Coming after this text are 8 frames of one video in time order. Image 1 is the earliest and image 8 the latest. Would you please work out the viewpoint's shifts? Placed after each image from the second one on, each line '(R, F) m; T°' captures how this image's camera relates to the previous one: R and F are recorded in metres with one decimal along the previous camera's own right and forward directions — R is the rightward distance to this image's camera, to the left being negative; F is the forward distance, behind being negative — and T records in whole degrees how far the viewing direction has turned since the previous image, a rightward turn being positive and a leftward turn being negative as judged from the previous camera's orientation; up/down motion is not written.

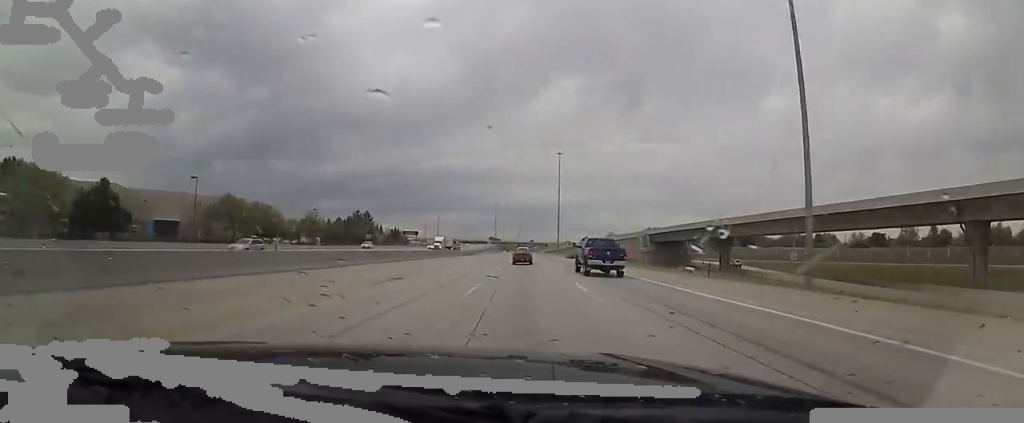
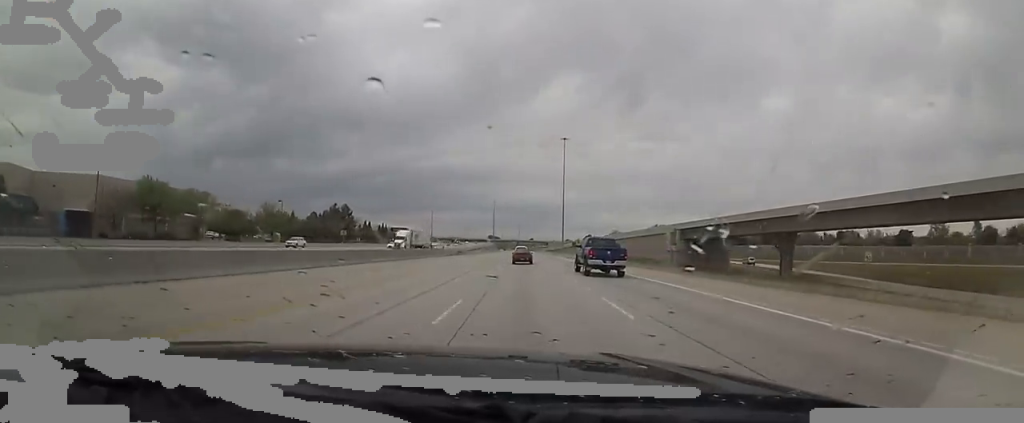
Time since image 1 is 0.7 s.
(+0.6, +20.2) m; 0°
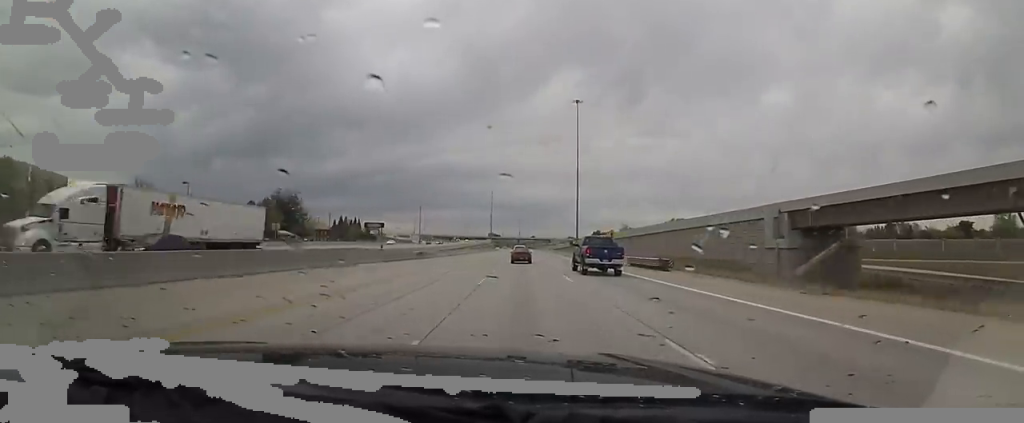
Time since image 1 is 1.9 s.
(-0.8, +36.3) m; -1°
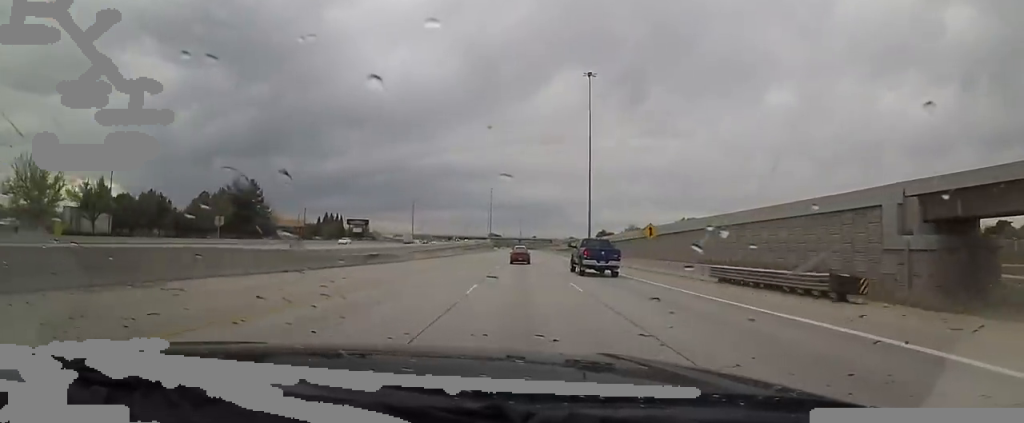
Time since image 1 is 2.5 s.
(+0.1, +18.6) m; 0°
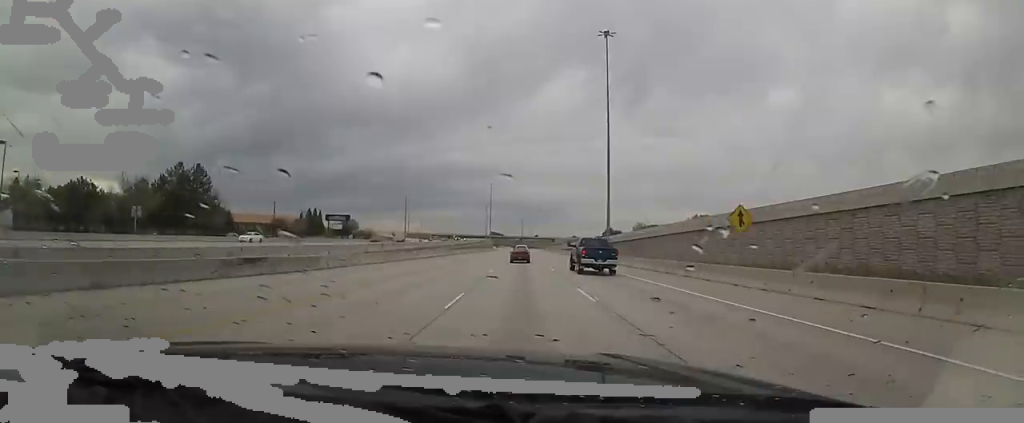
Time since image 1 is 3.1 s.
(+0.3, +18.3) m; +1°
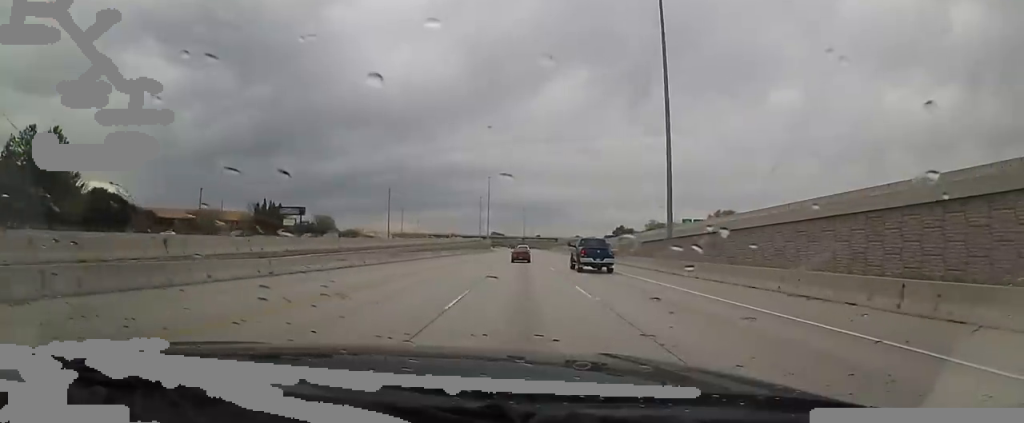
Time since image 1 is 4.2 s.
(-0.3, +29.5) m; 0°
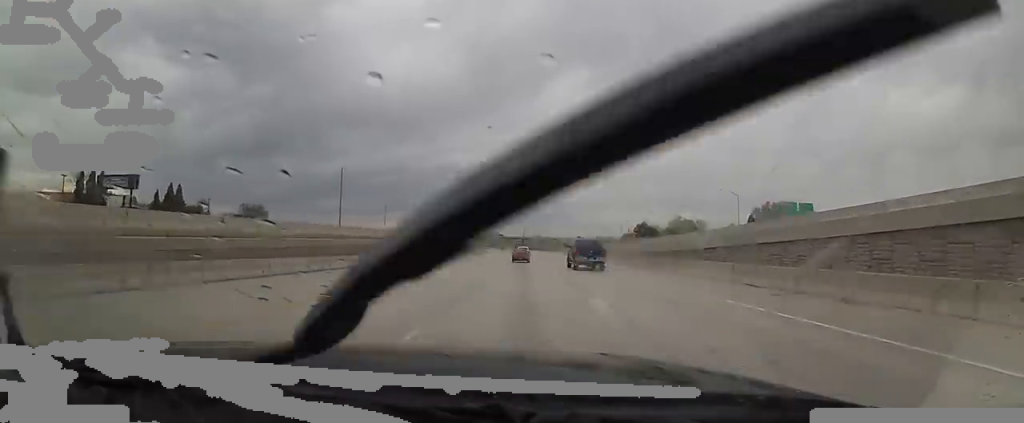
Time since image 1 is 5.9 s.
(0.0, +49.3) m; 0°
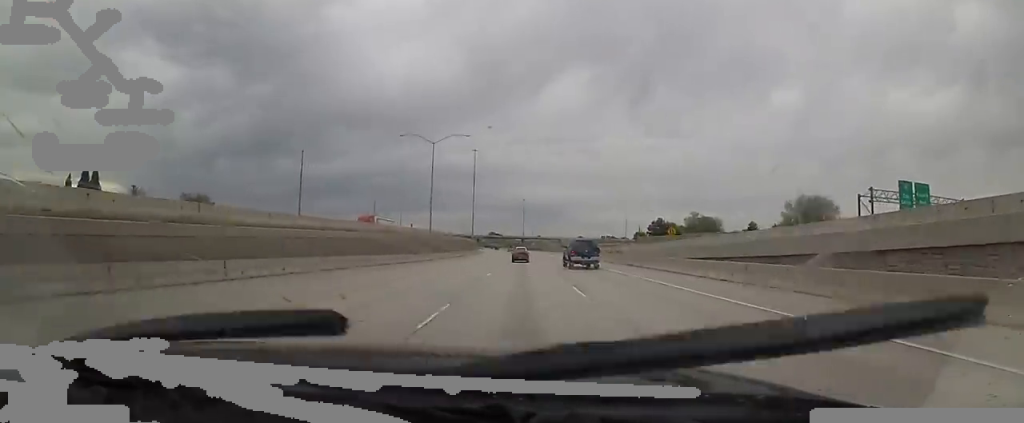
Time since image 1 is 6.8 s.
(+0.3, +25.0) m; +2°
